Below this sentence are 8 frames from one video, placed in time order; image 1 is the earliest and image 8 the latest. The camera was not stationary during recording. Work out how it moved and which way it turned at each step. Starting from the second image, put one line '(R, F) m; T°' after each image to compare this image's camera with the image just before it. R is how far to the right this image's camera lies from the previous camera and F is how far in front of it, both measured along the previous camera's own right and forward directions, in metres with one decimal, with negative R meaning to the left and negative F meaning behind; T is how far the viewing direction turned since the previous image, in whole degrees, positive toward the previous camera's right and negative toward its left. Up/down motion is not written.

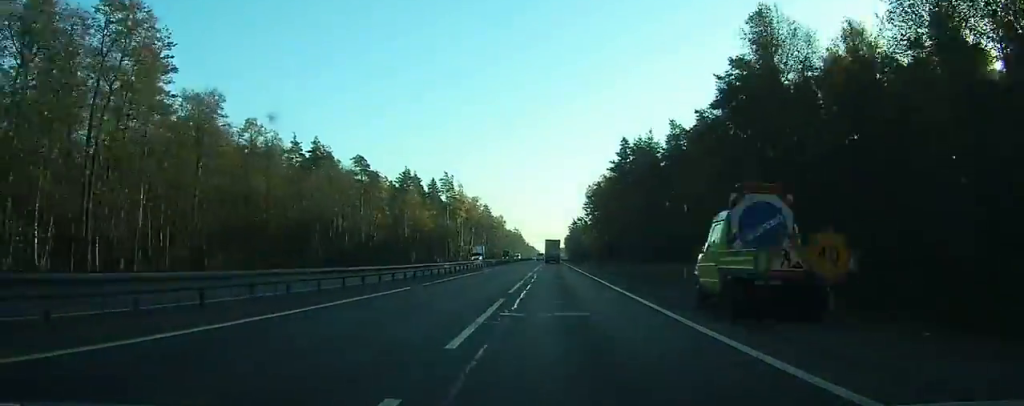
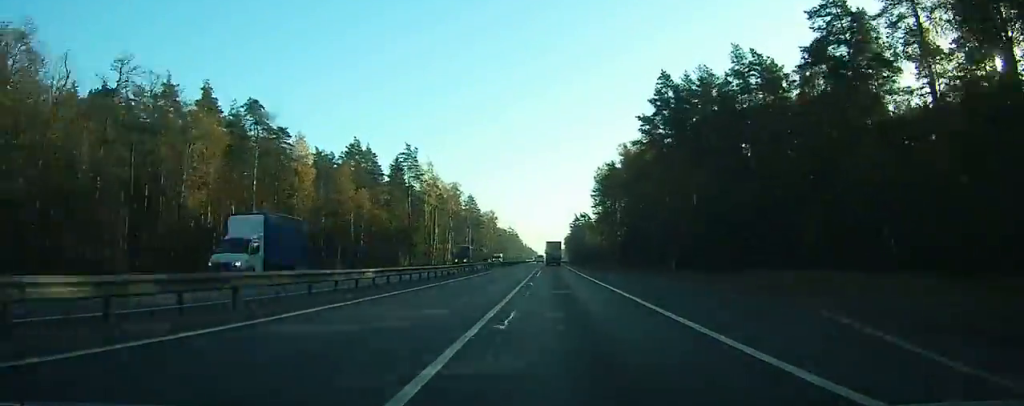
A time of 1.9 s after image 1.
(0.0, +44.6) m; 0°
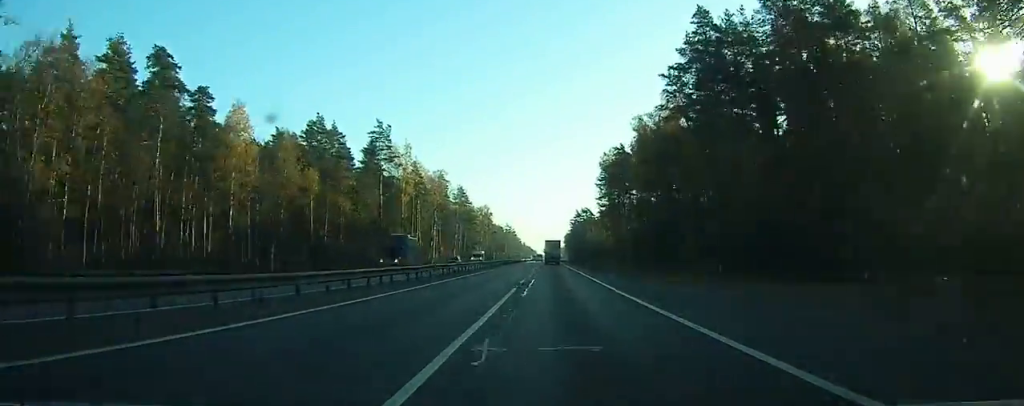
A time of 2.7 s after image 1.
(-0.1, +20.6) m; 0°
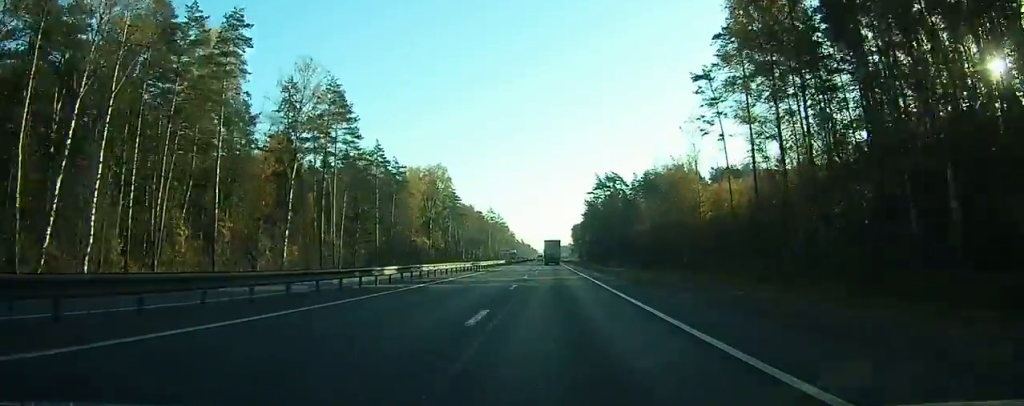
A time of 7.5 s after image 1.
(+0.5, +112.2) m; 0°
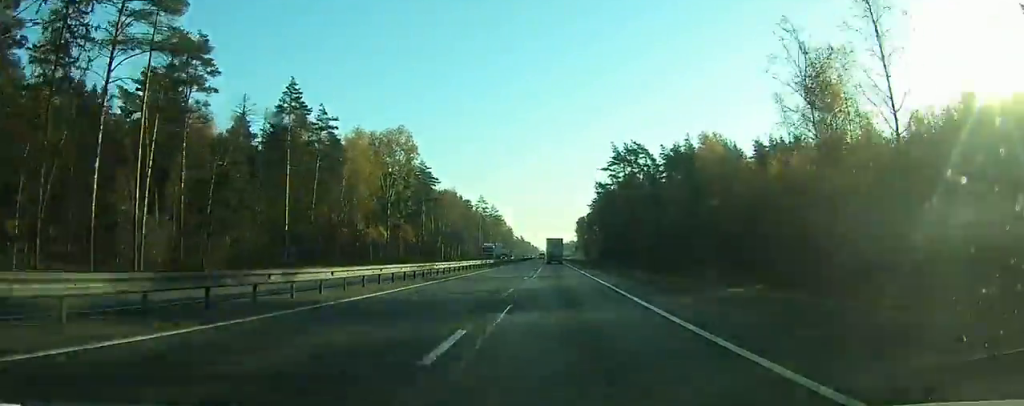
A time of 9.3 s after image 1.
(-0.2, +39.8) m; -1°
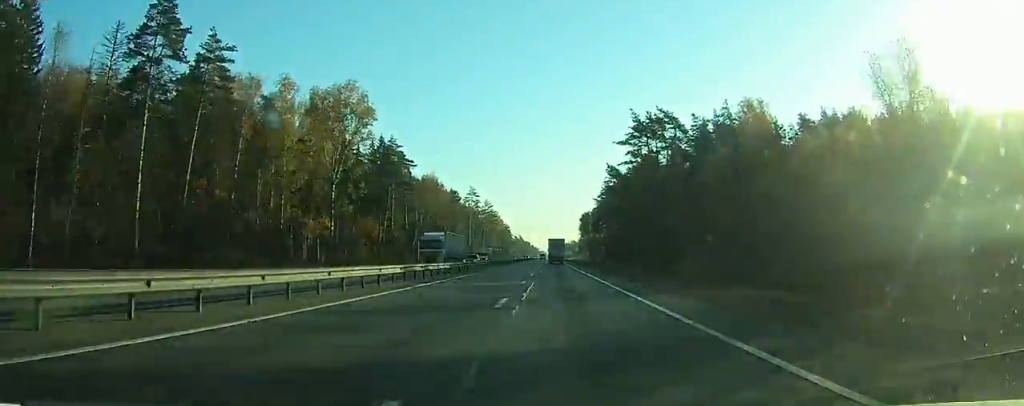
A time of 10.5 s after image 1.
(-0.4, +28.7) m; 0°
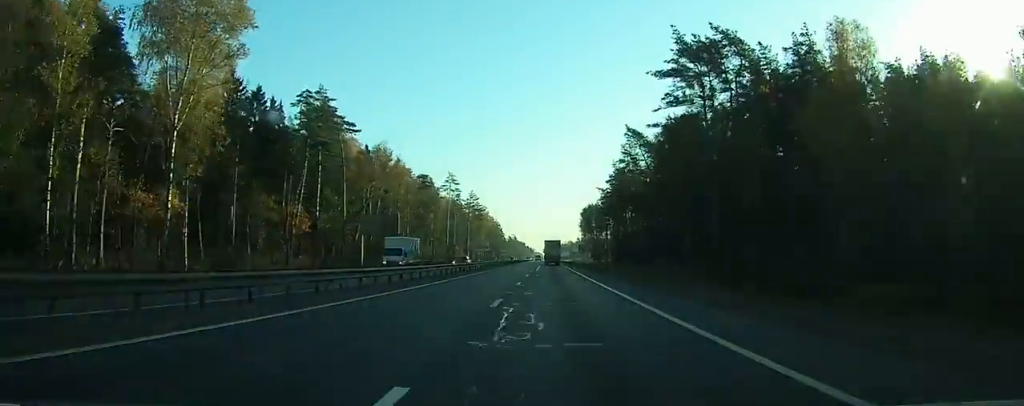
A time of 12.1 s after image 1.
(-0.1, +36.1) m; 0°
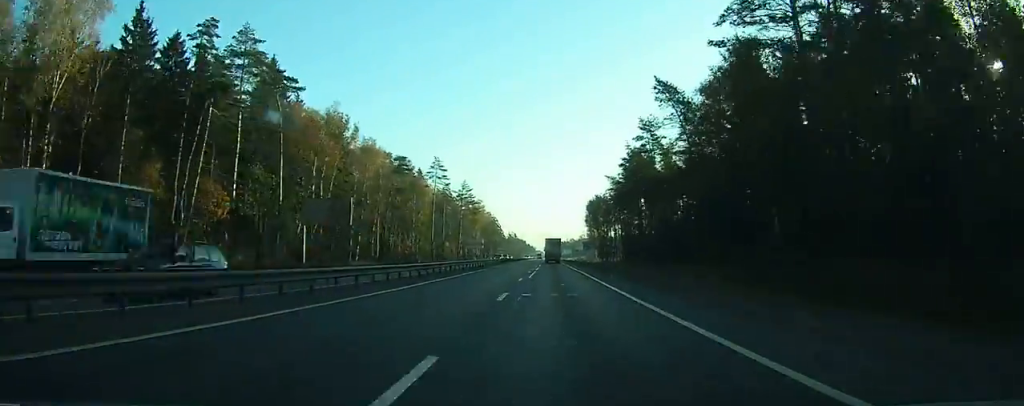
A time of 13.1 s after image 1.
(0.0, +22.5) m; 0°
